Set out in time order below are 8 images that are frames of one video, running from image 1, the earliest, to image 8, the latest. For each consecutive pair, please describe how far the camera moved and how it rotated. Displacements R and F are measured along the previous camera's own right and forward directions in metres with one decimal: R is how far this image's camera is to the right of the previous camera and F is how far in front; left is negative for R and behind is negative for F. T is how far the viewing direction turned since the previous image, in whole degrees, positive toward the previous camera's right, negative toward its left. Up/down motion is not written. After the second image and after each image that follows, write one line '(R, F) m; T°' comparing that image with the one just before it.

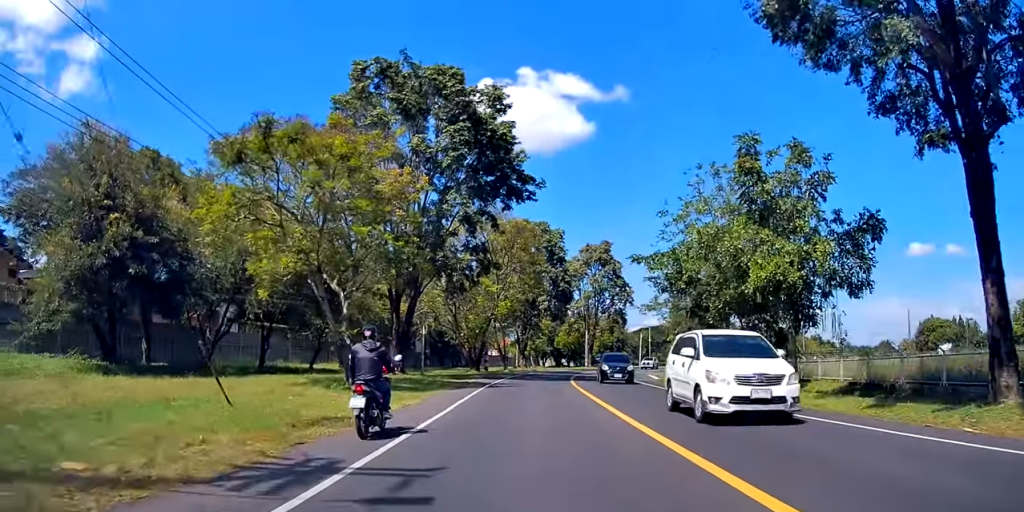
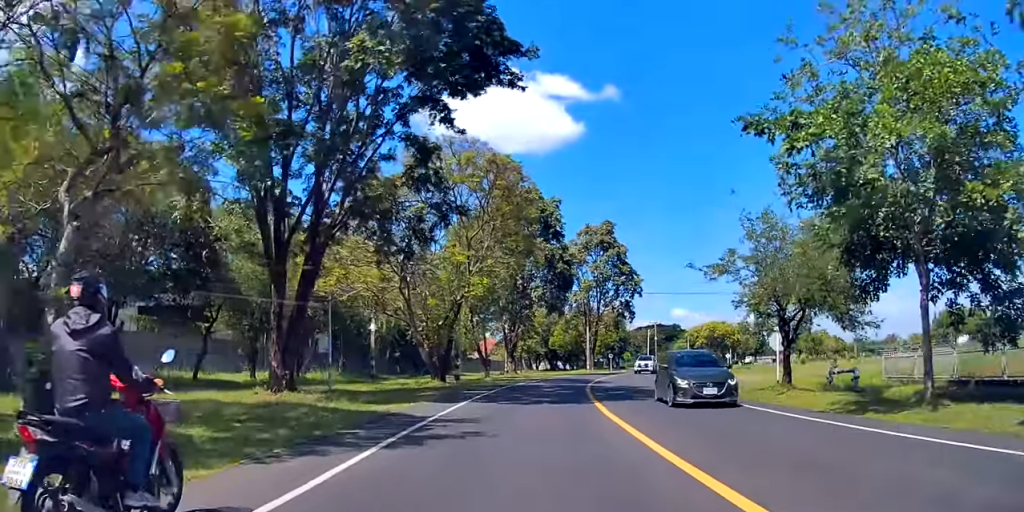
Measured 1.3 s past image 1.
(-0.4, +16.5) m; -5°
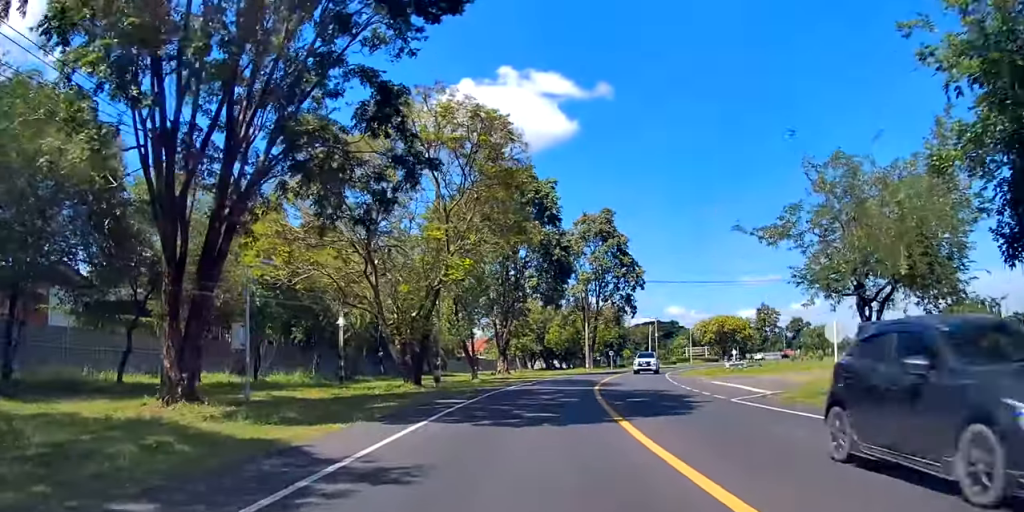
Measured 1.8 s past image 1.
(-0.4, +6.0) m; 0°
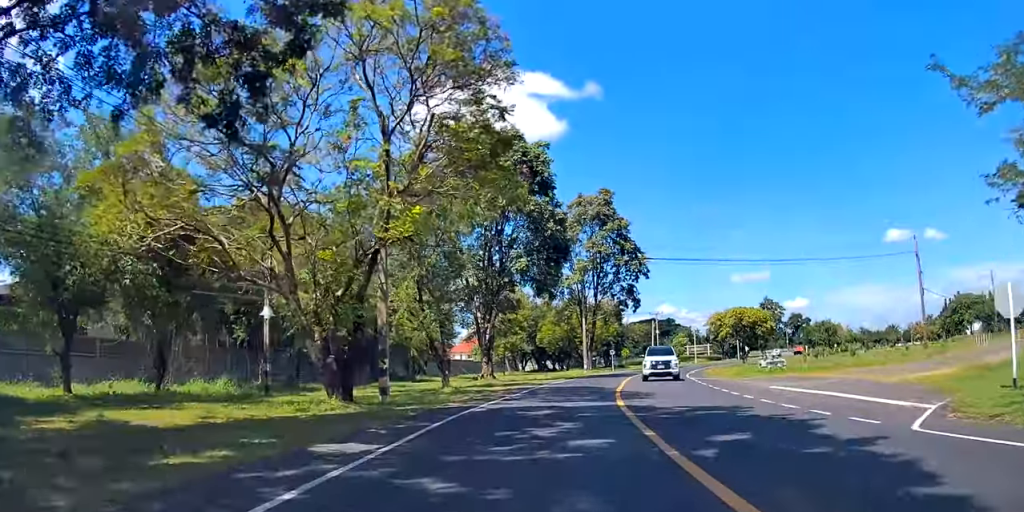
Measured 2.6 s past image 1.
(-0.2, +9.2) m; +2°
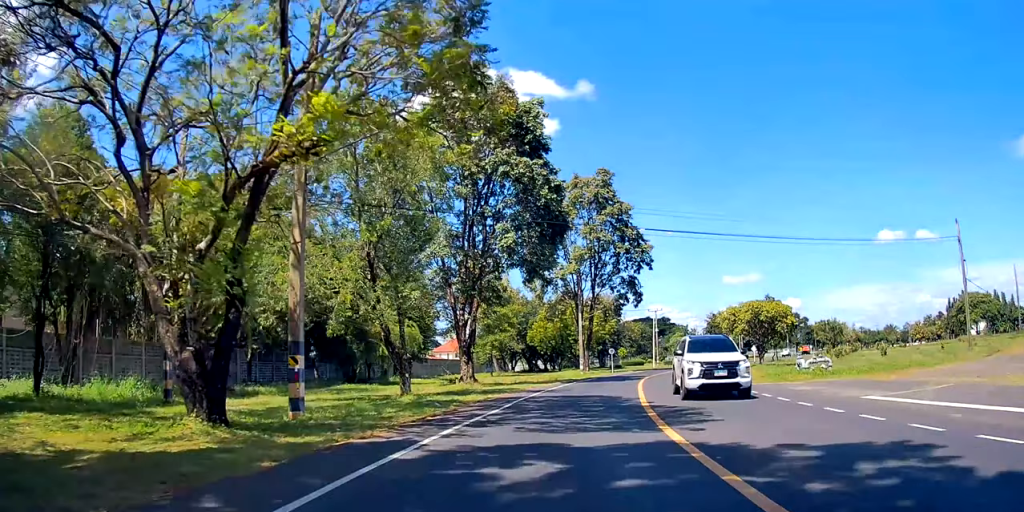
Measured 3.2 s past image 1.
(+0.2, +7.3) m; +5°
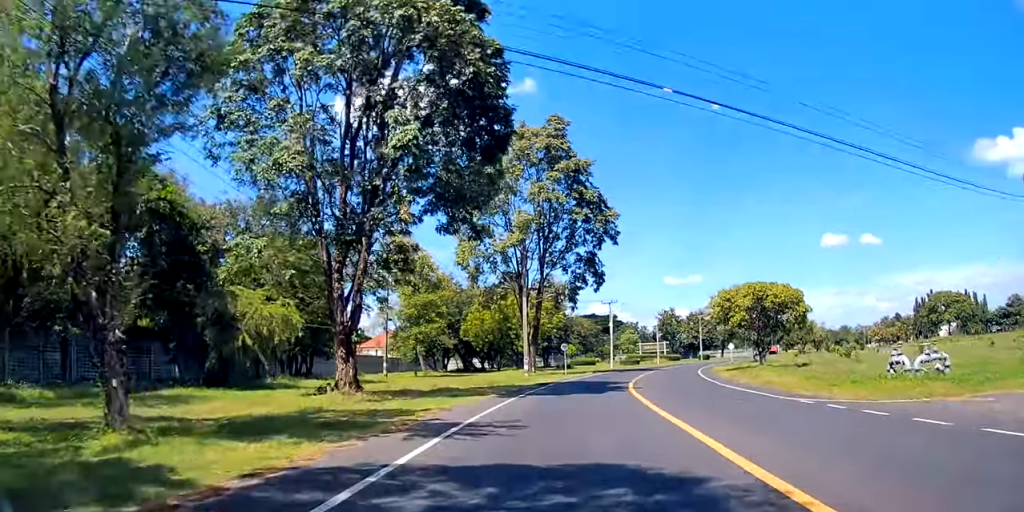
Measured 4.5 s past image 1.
(+1.1, +13.6) m; +6°
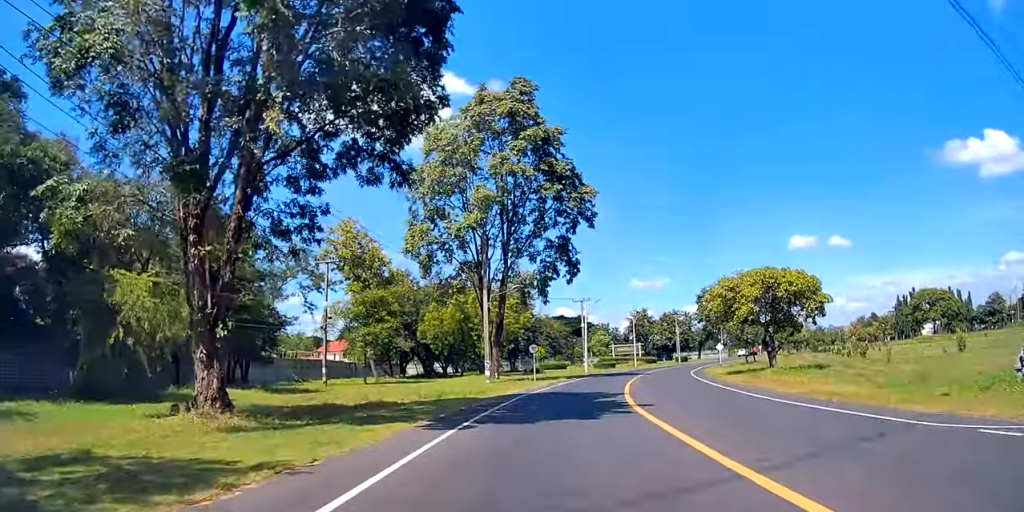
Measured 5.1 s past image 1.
(-0.1, +7.3) m; +3°
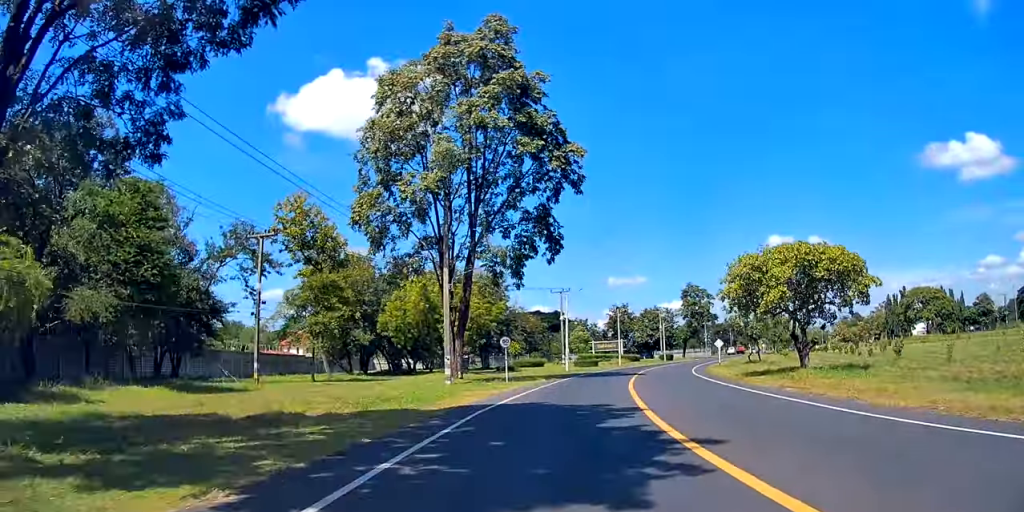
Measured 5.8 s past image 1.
(+0.3, +7.5) m; +1°
